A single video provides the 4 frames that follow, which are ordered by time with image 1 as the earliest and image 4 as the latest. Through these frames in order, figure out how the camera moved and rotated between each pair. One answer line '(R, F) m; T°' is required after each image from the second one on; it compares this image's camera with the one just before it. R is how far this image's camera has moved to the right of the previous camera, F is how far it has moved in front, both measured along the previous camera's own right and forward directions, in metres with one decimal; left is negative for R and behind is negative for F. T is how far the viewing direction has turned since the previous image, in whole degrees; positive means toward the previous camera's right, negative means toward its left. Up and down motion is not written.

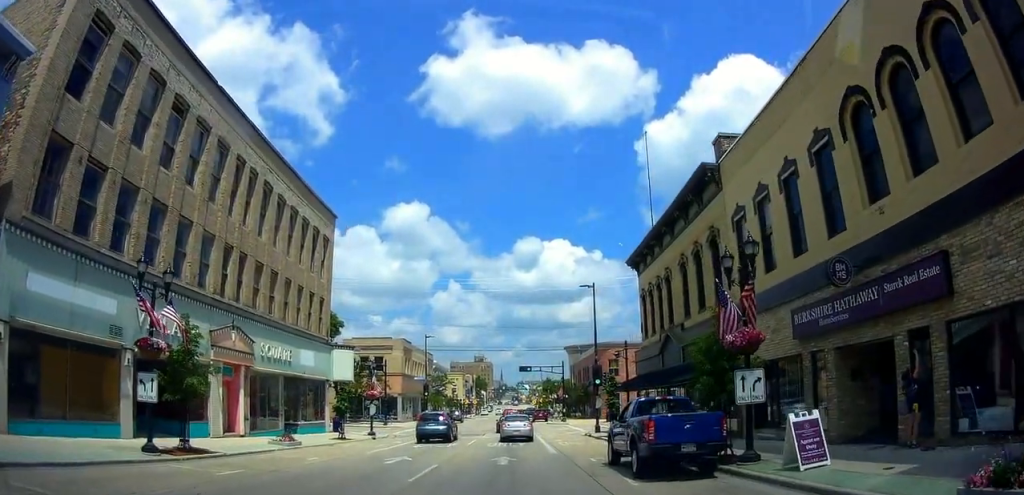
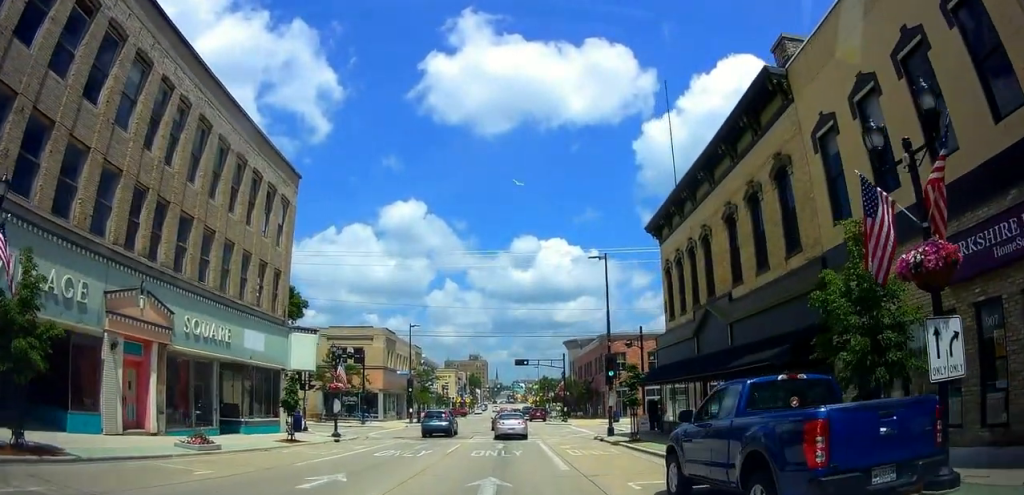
(0.0, +7.1) m; -3°
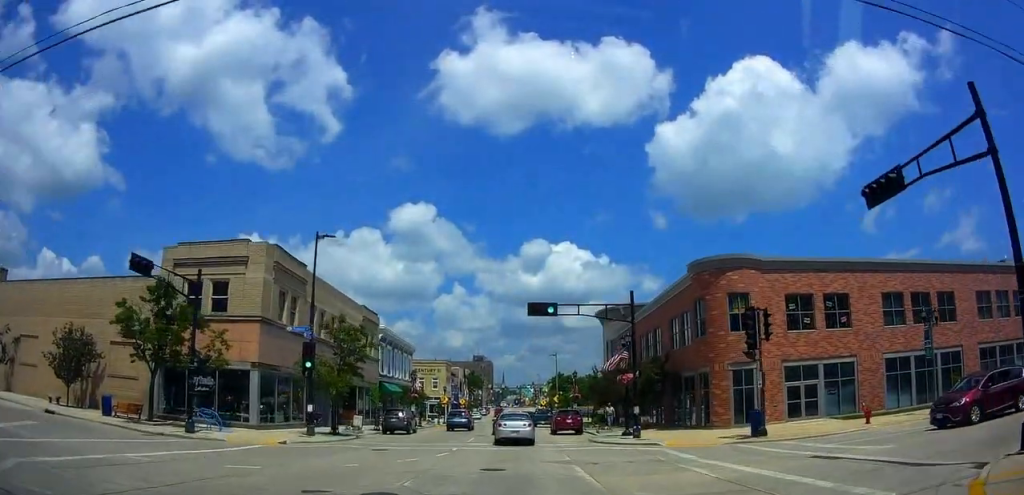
(+0.3, +30.8) m; +3°
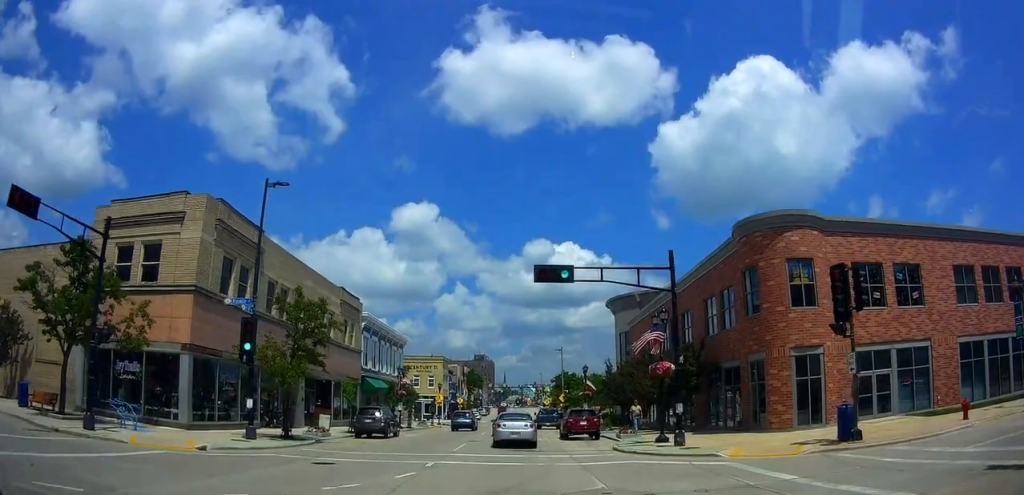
(0.0, +6.9) m; 0°
